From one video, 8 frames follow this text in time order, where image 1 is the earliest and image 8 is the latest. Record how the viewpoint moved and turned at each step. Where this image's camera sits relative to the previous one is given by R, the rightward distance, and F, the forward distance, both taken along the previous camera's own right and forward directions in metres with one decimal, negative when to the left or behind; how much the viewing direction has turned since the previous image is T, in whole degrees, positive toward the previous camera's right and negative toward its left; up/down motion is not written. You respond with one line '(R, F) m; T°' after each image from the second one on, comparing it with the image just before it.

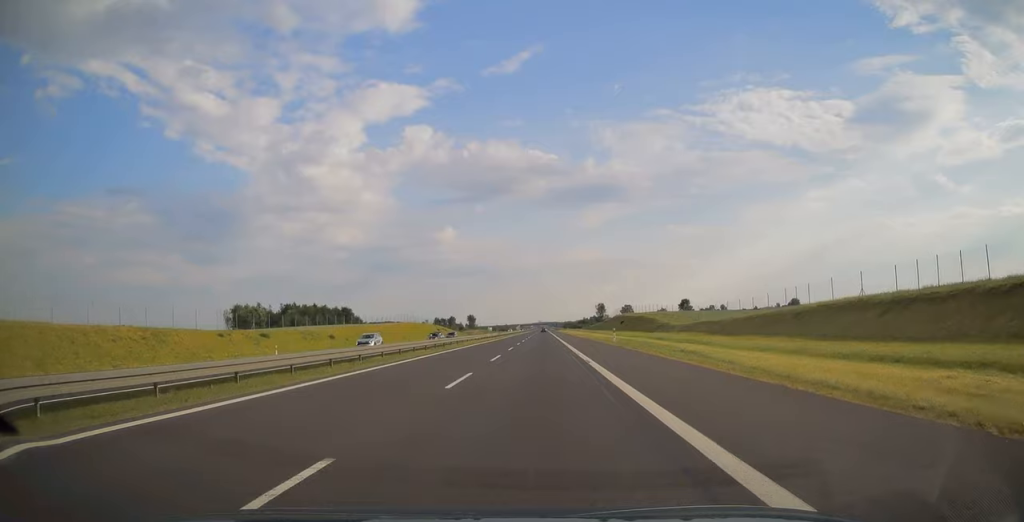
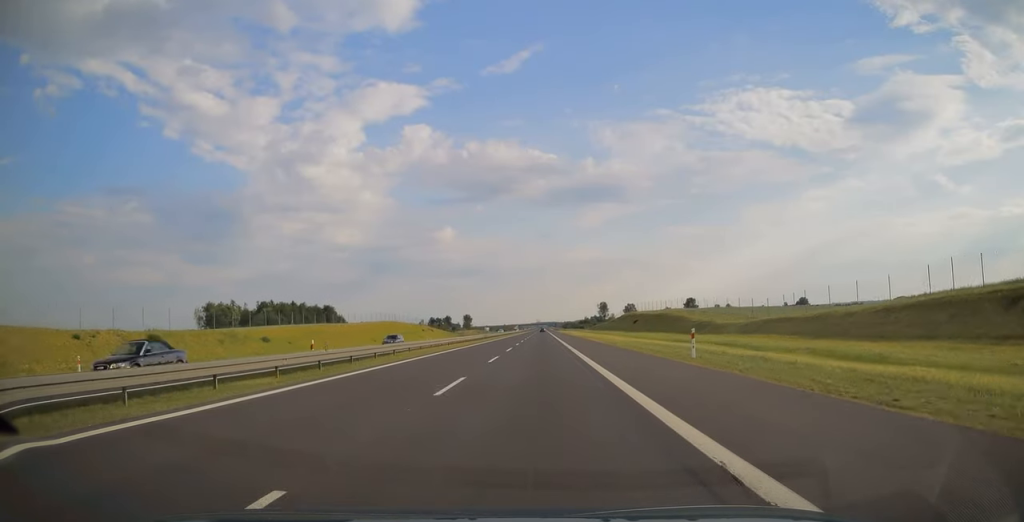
(0.0, +25.2) m; 0°
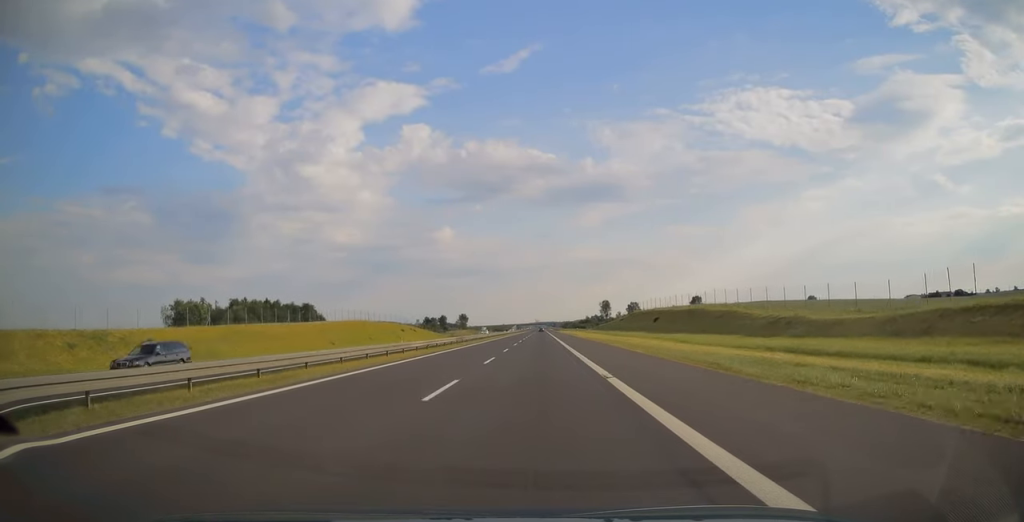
(0.0, +25.2) m; 0°
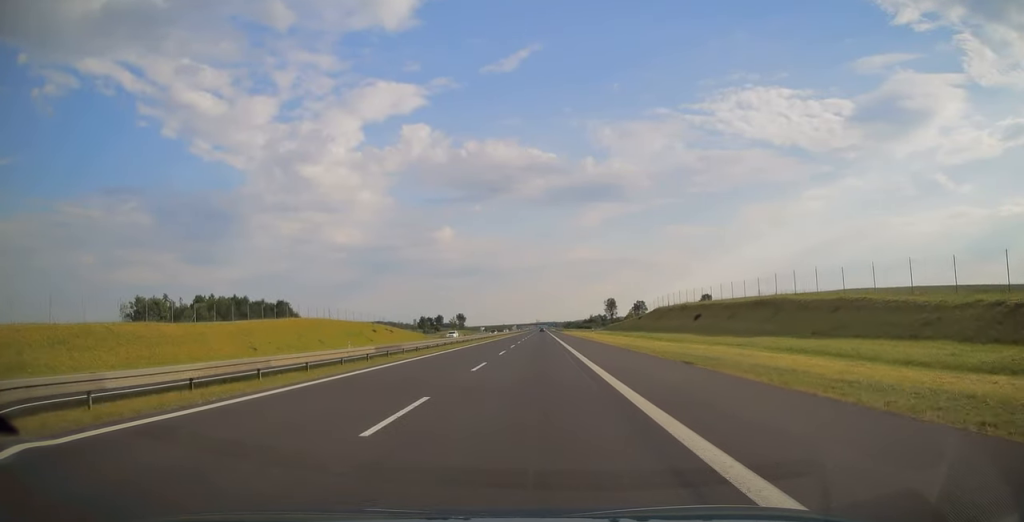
(+0.1, +27.8) m; 0°
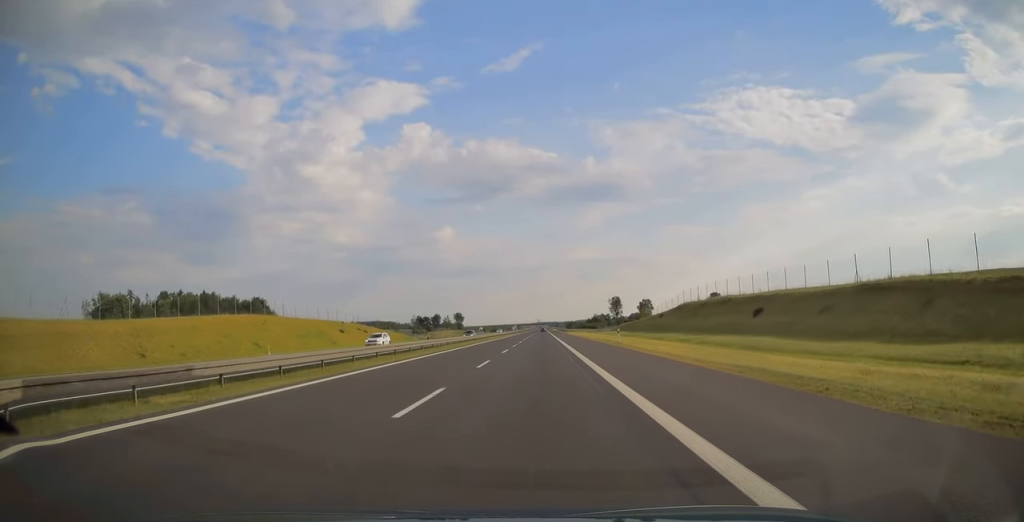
(-0.1, +22.4) m; 0°
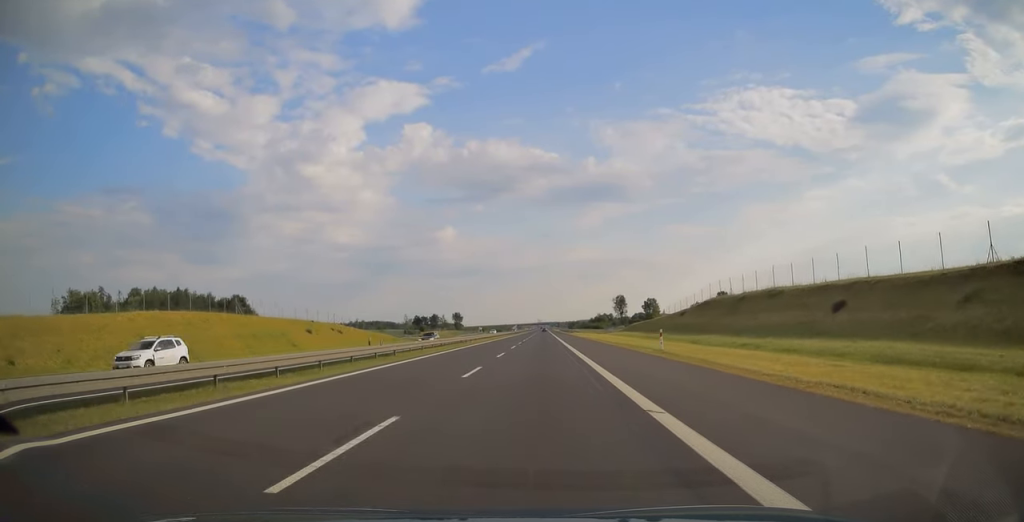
(-0.1, +16.4) m; 0°
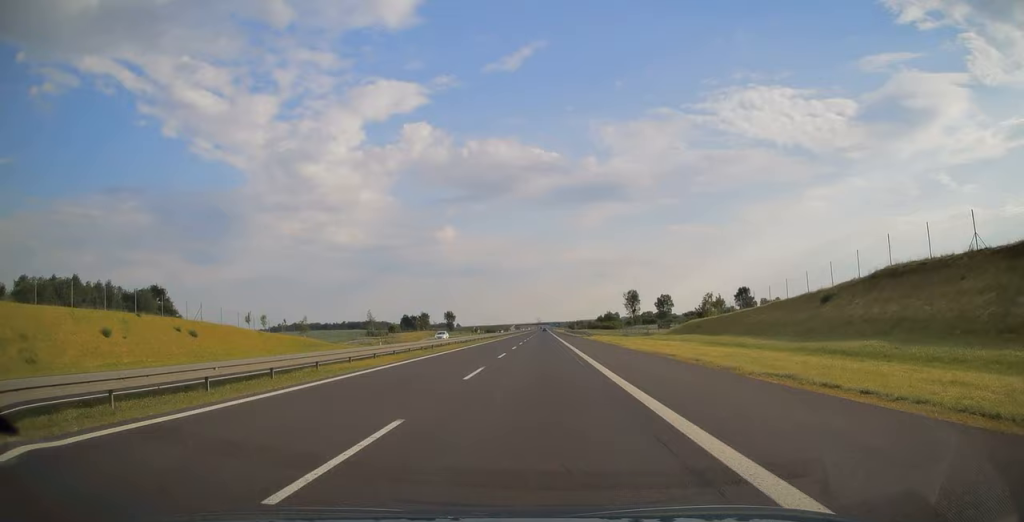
(0.0, +48.6) m; 0°
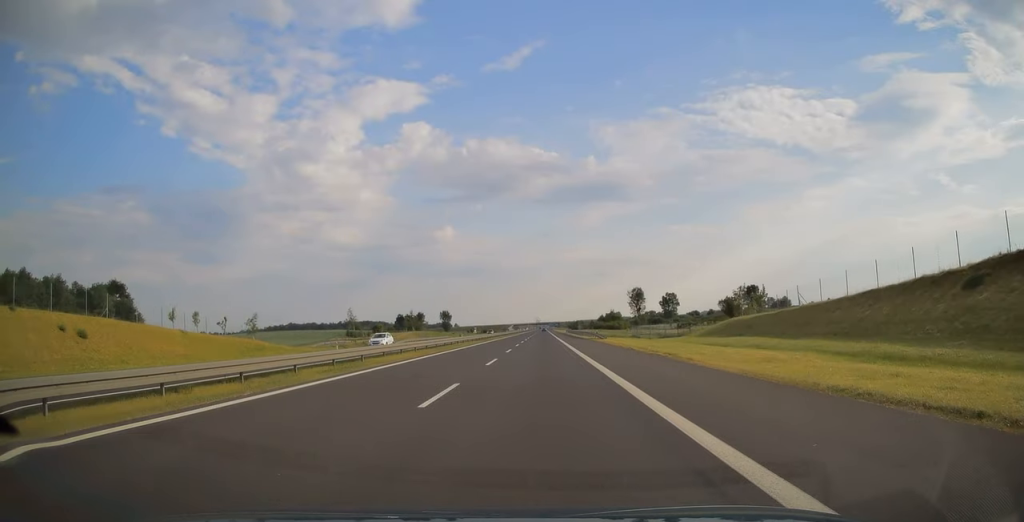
(-0.1, +18.0) m; 0°
